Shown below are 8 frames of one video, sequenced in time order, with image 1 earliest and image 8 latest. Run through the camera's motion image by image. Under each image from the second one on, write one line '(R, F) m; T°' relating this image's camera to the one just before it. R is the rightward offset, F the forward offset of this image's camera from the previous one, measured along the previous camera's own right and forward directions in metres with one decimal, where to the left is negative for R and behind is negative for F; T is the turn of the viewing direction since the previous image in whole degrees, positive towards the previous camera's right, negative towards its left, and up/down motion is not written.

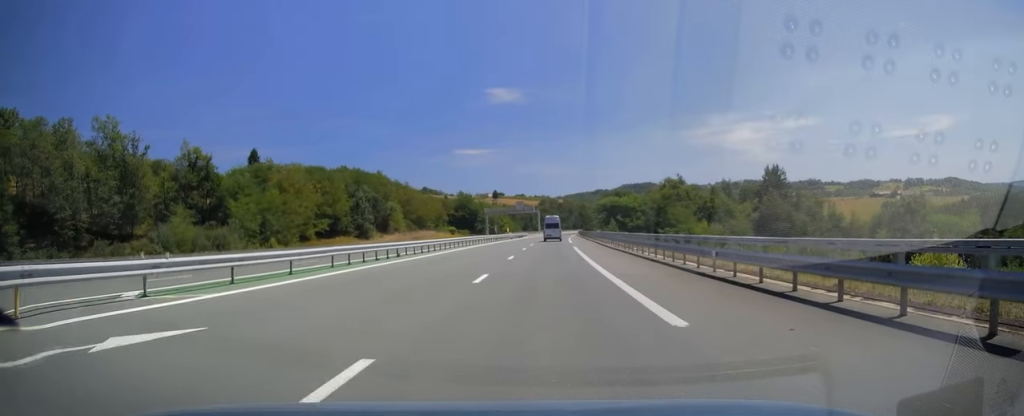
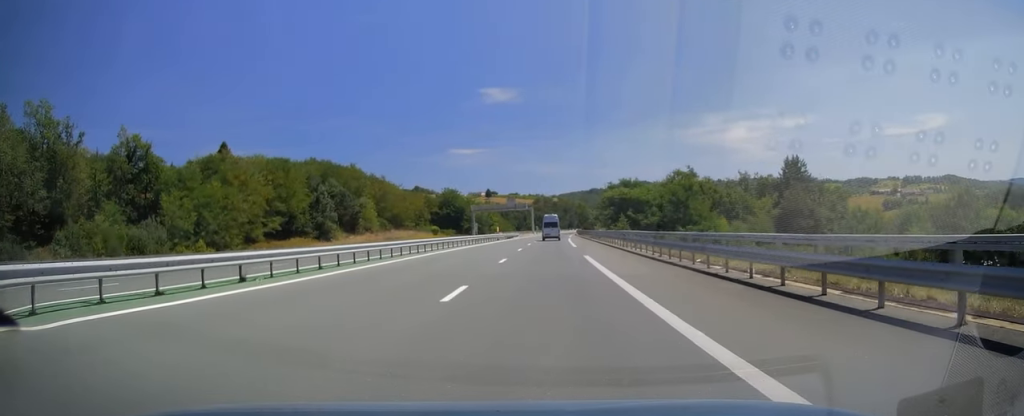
(+0.2, +17.6) m; +1°
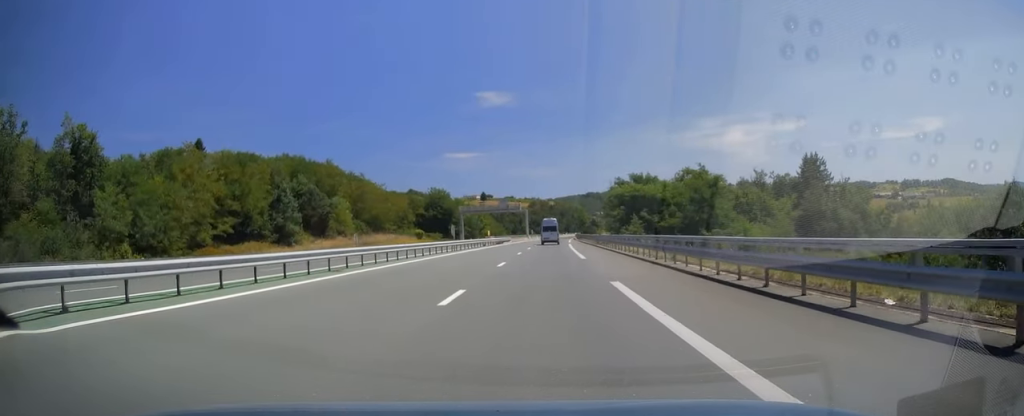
(+0.1, +13.2) m; 0°
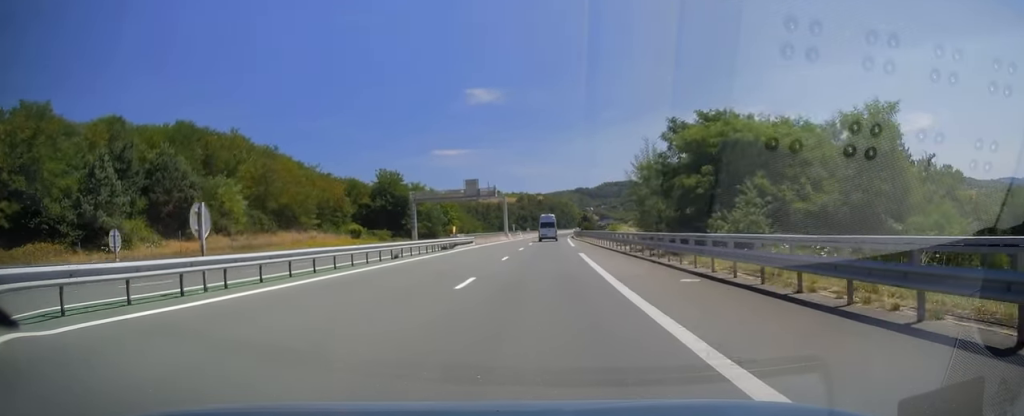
(+0.2, +36.1) m; +1°
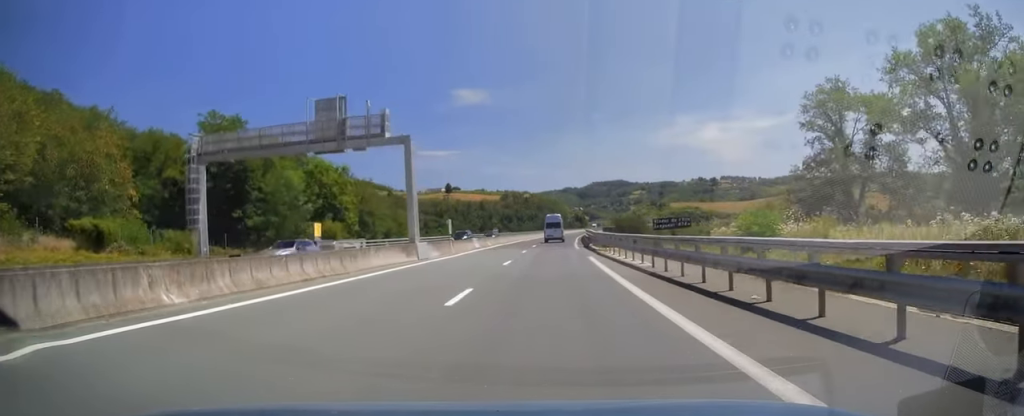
(+2.1, +54.7) m; +3°
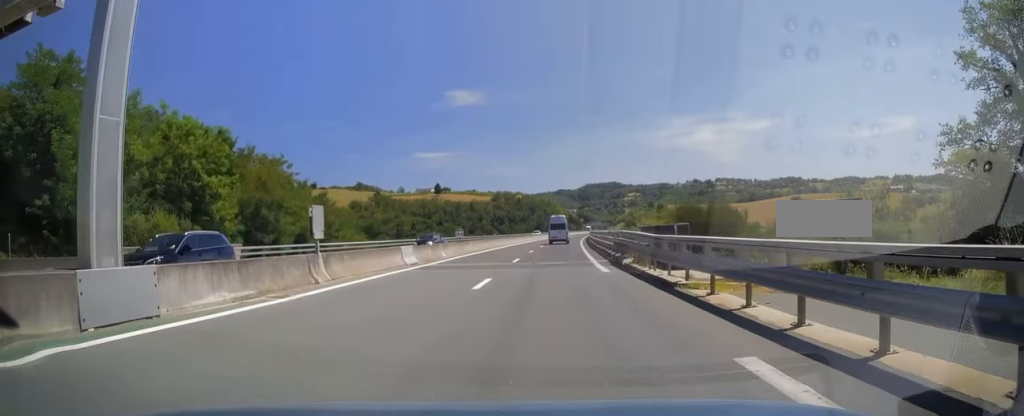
(0.0, +22.5) m; 0°
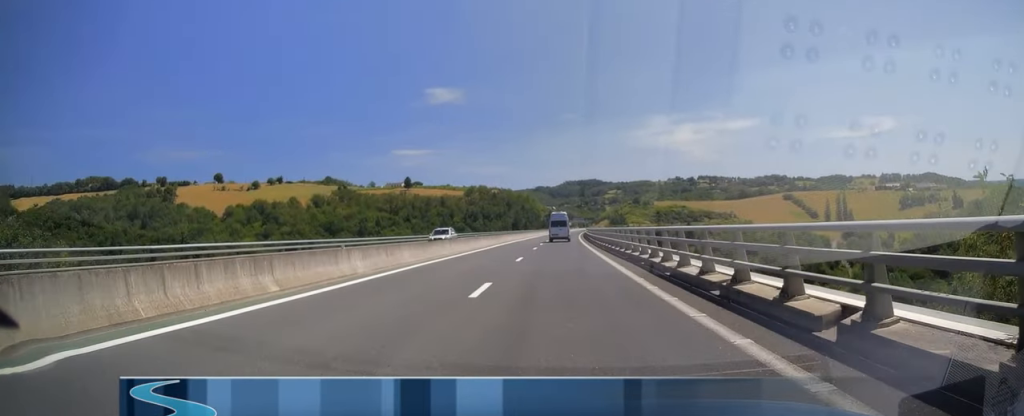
(0.0, +41.0) m; 0°
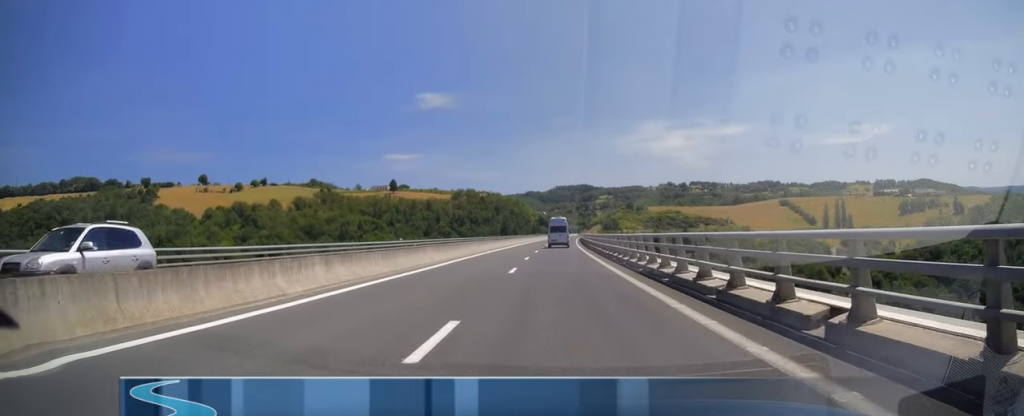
(0.0, +18.5) m; 0°
